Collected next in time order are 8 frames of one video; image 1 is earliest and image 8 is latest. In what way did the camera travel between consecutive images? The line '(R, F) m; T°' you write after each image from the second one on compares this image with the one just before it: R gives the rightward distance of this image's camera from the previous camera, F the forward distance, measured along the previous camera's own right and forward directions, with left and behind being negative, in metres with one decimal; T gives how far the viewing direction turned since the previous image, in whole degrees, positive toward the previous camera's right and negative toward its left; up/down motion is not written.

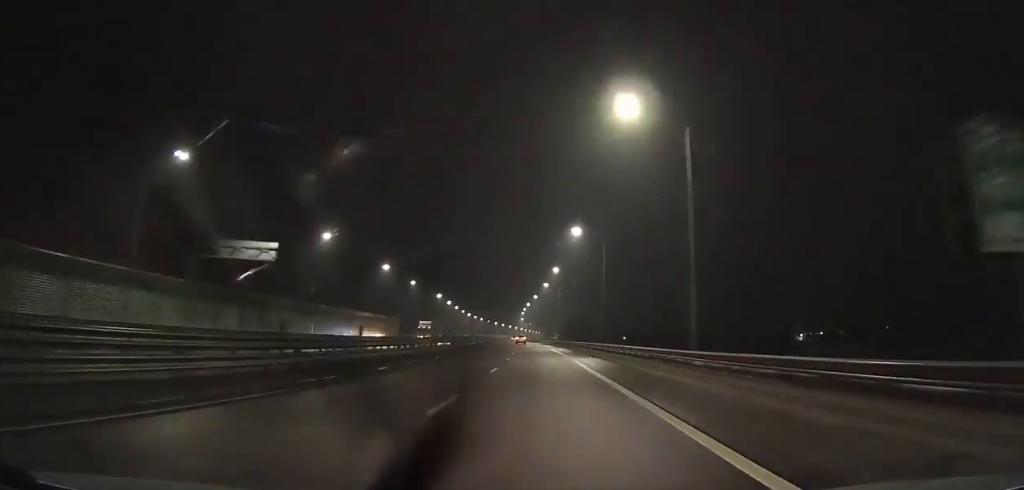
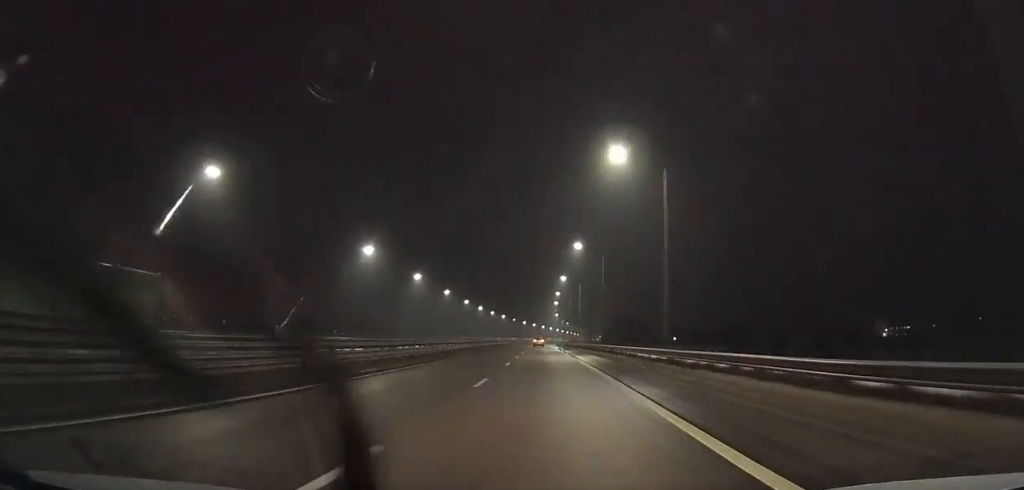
(-2.3, +77.4) m; -3°
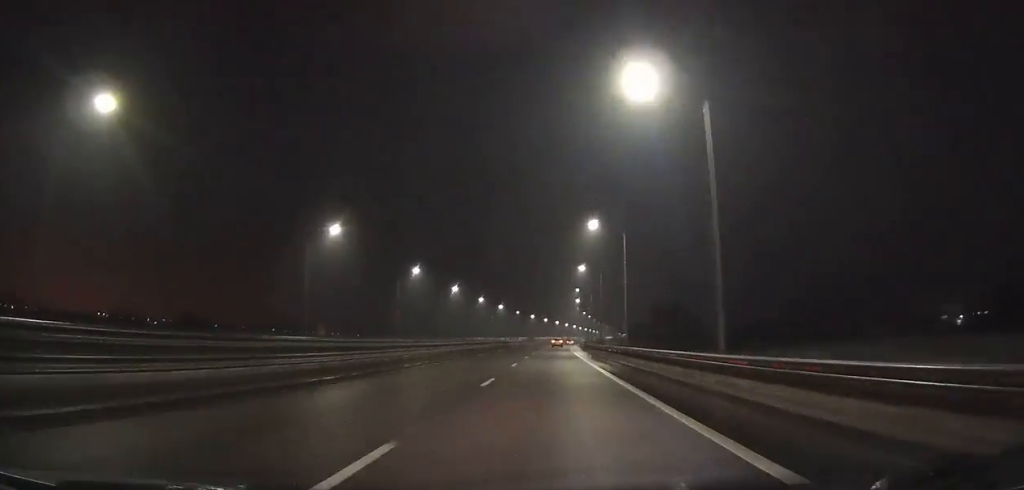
(-0.7, +72.3) m; 0°
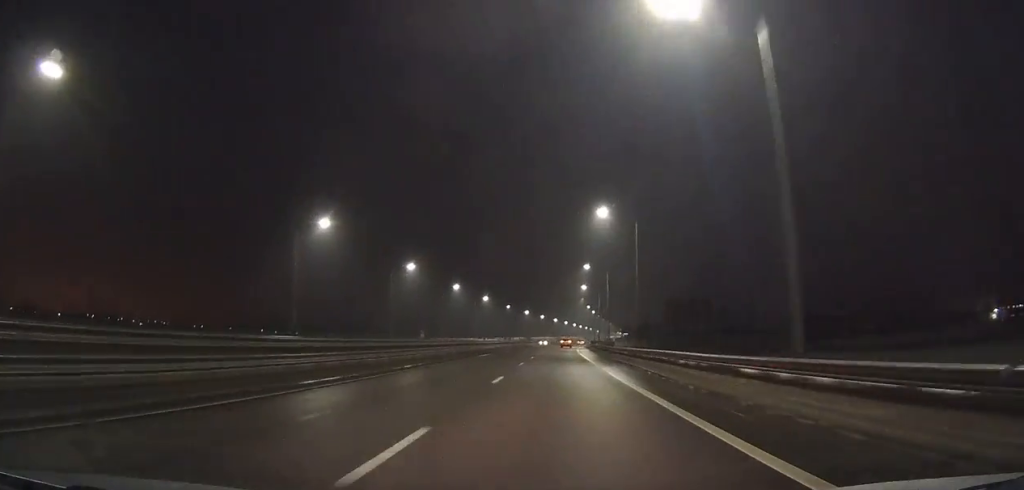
(+0.3, +34.9) m; +1°
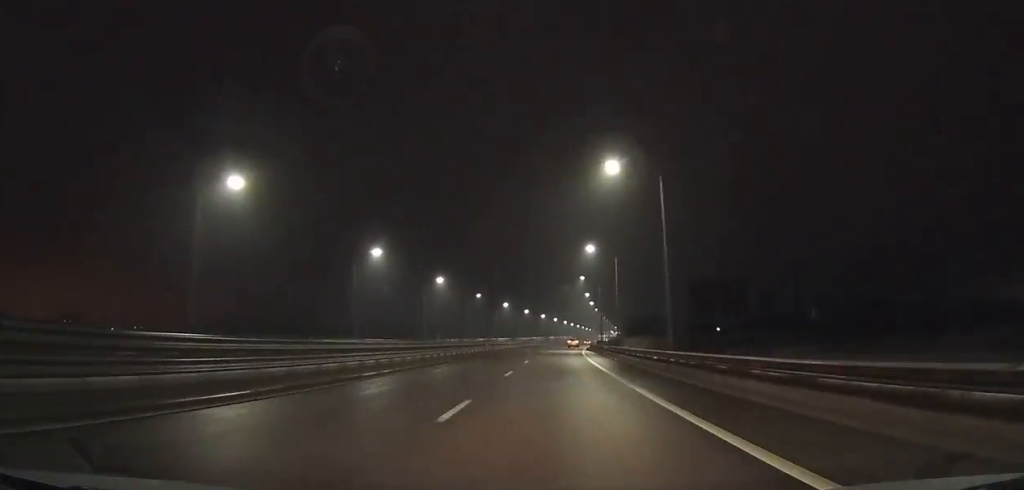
(0.0, +44.2) m; +1°
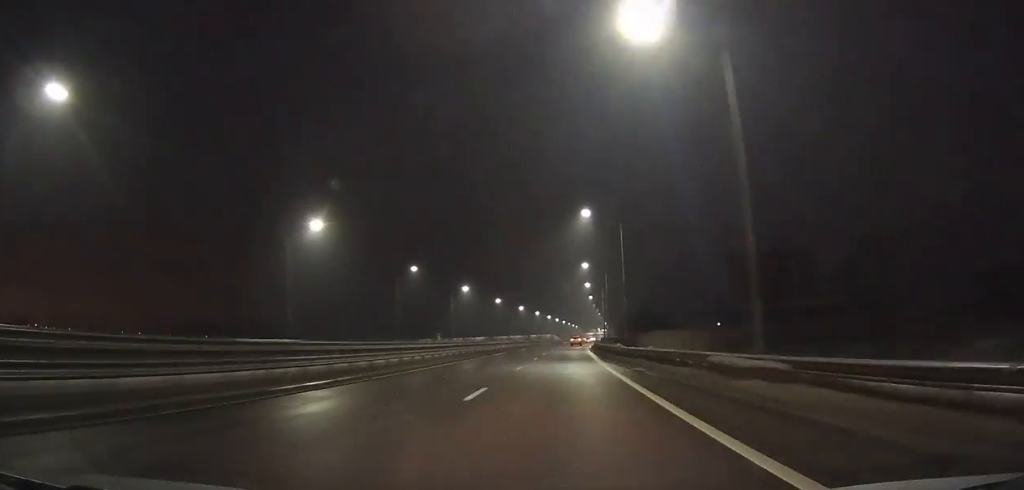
(+1.0, +44.2) m; +2°
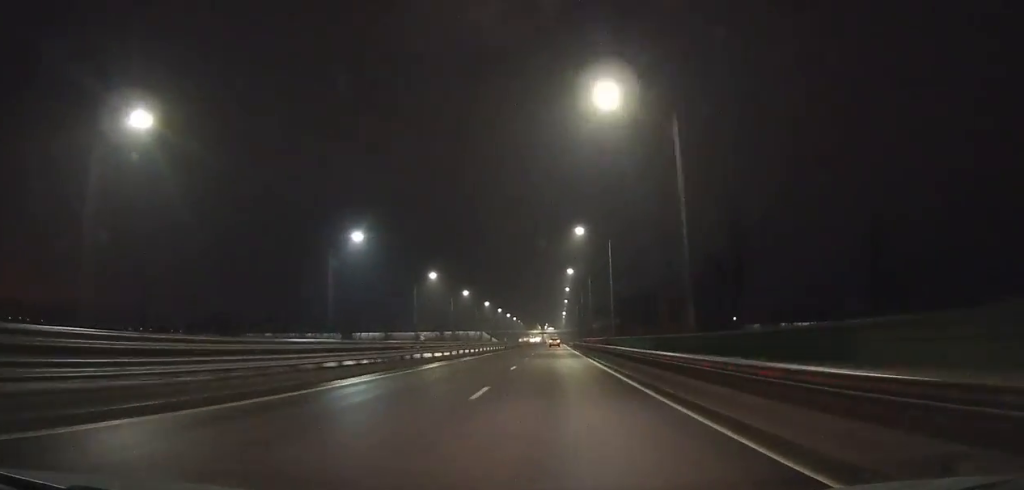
(+5.6, +144.2) m; +4°
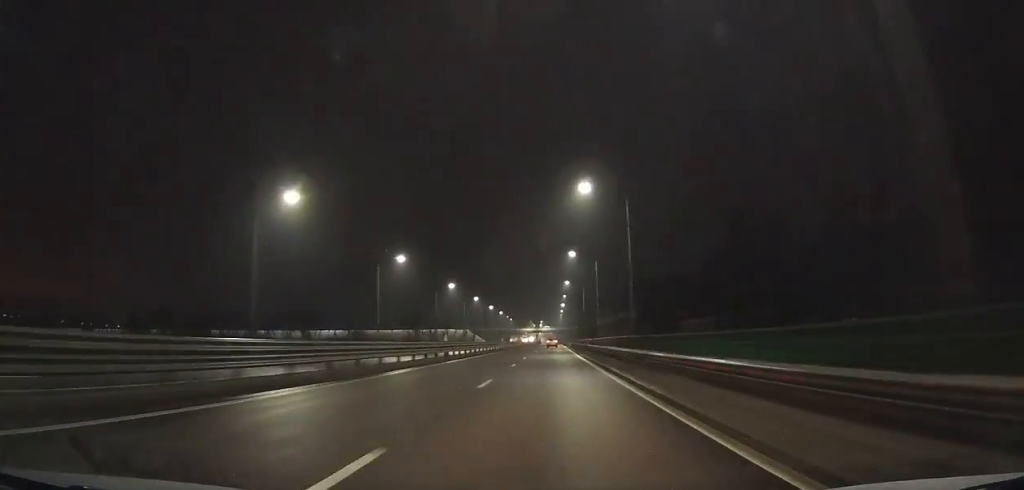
(+0.3, +44.4) m; +1°
